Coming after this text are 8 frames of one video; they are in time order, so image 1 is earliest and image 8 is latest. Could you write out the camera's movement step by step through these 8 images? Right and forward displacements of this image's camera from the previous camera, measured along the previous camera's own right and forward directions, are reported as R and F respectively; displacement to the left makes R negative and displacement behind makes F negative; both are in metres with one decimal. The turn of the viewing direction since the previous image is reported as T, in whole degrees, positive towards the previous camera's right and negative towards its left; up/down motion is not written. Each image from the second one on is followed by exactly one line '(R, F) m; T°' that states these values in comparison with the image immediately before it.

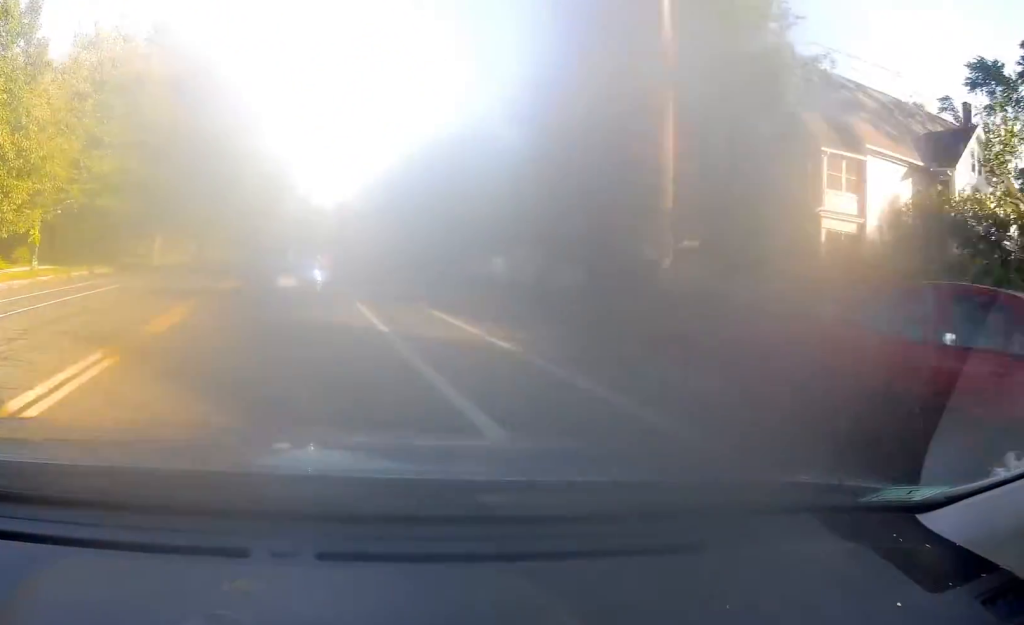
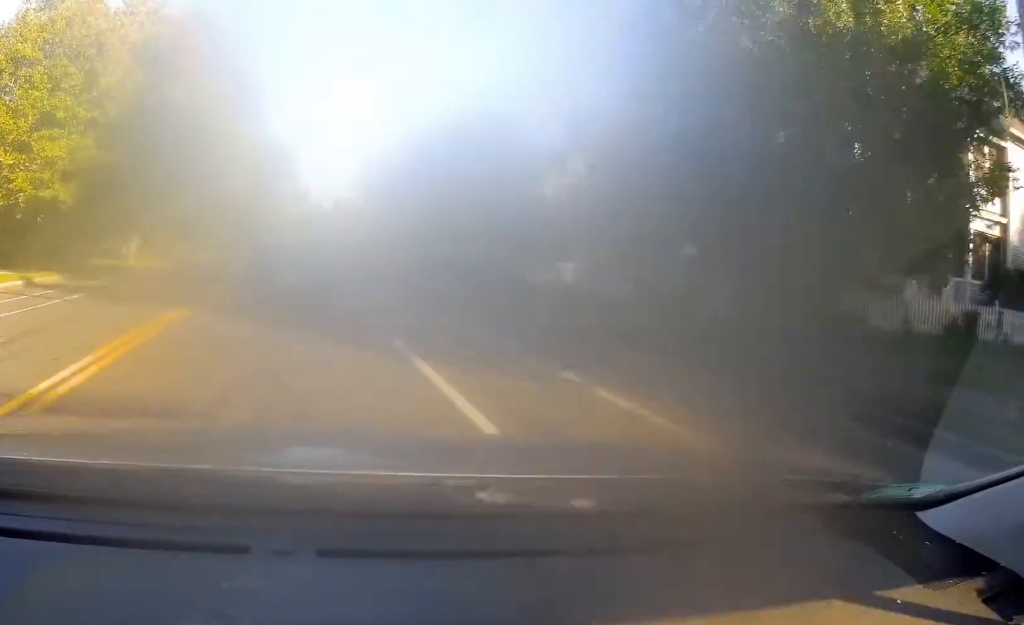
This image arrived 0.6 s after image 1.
(-0.1, +7.3) m; +1°
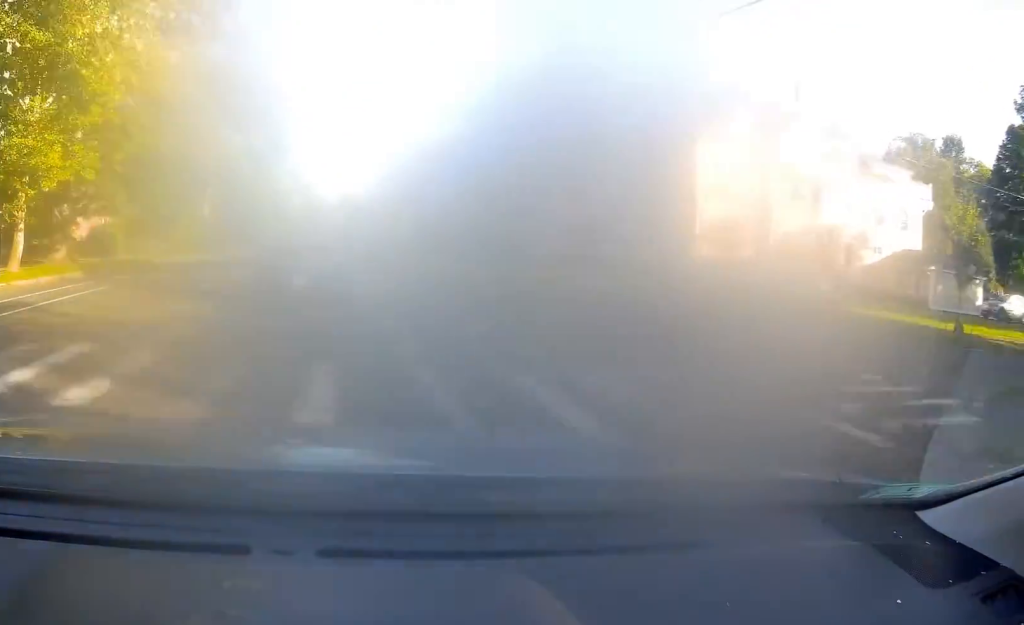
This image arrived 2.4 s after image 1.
(+0.7, +23.3) m; +1°
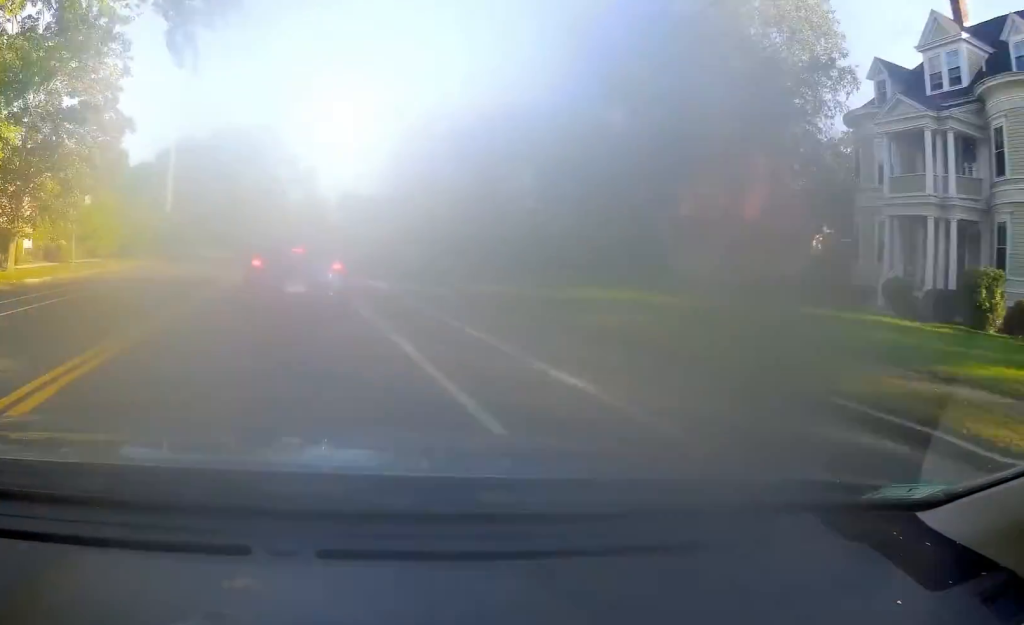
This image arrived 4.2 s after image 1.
(+0.3, +23.4) m; +2°
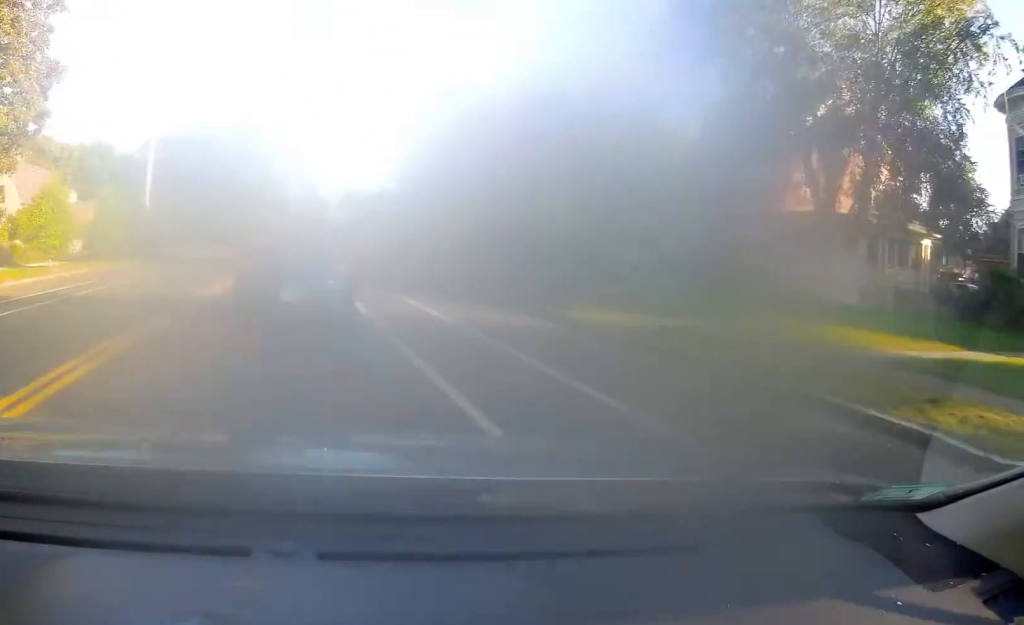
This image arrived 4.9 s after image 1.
(0.0, +8.3) m; -2°
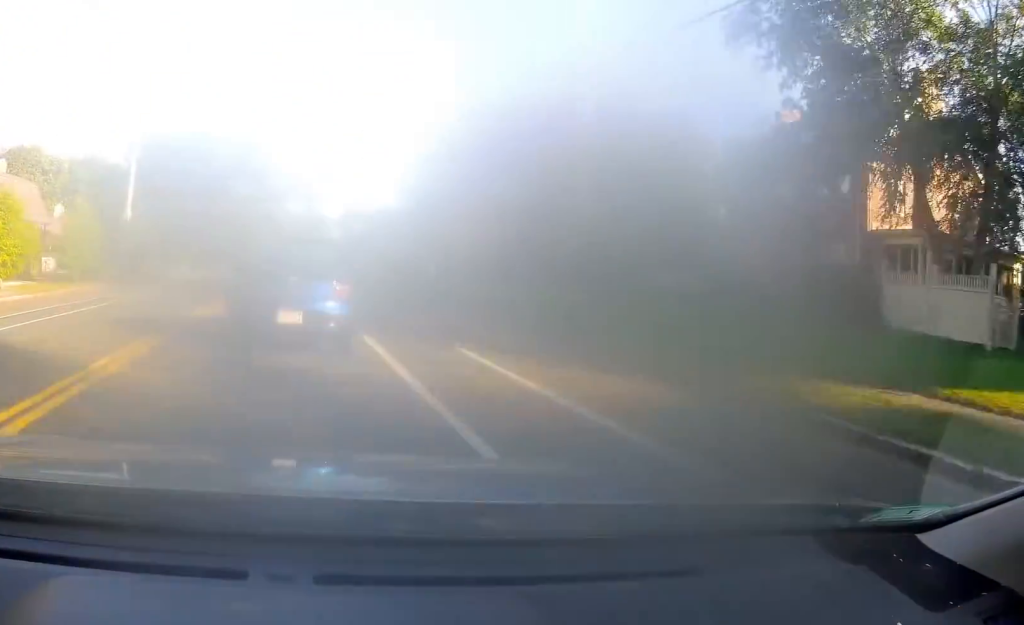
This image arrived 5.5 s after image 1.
(0.0, +6.0) m; -2°
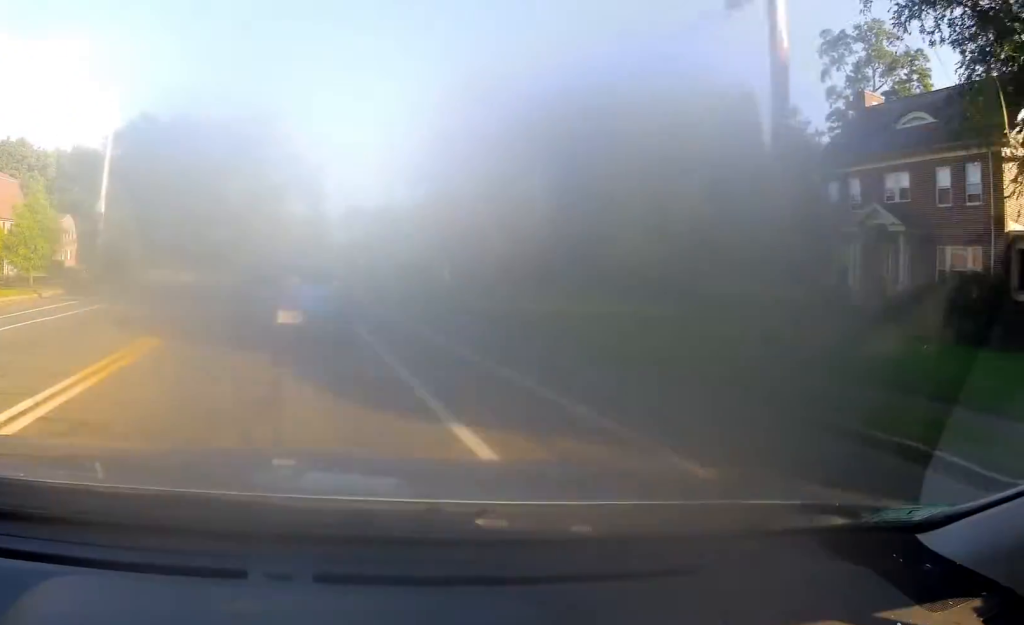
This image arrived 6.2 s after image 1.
(-0.4, +7.1) m; +1°
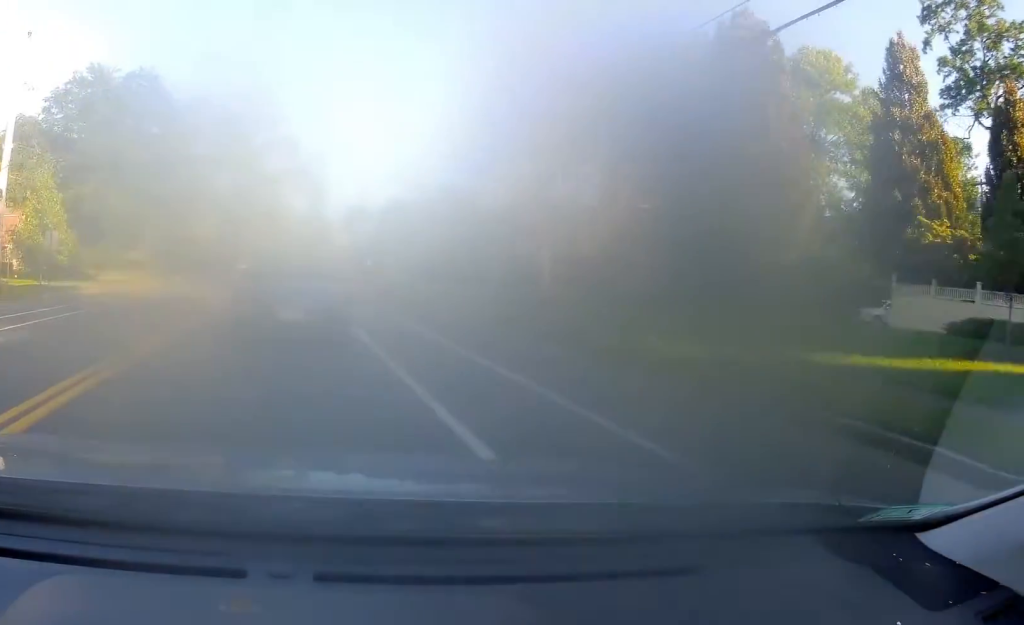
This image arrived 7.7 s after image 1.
(+0.6, +15.0) m; +3°
